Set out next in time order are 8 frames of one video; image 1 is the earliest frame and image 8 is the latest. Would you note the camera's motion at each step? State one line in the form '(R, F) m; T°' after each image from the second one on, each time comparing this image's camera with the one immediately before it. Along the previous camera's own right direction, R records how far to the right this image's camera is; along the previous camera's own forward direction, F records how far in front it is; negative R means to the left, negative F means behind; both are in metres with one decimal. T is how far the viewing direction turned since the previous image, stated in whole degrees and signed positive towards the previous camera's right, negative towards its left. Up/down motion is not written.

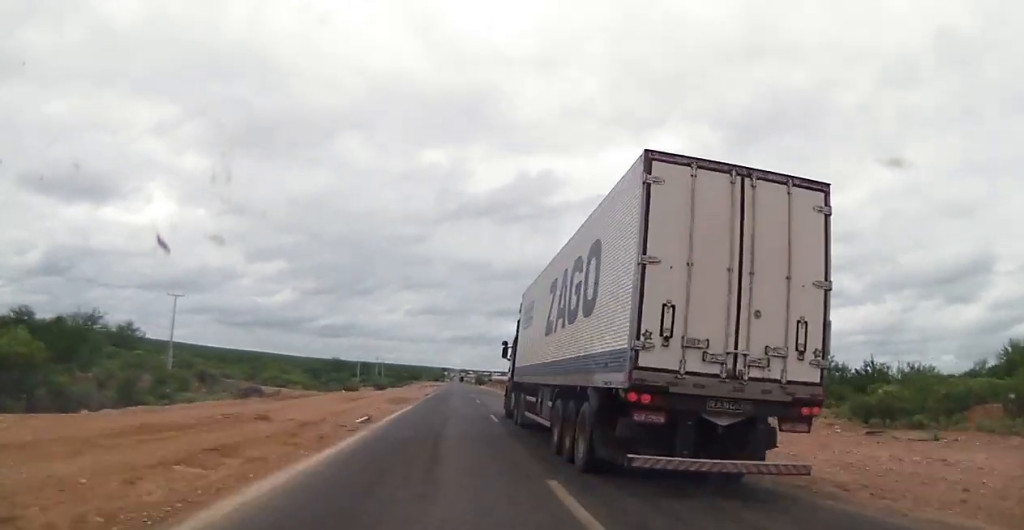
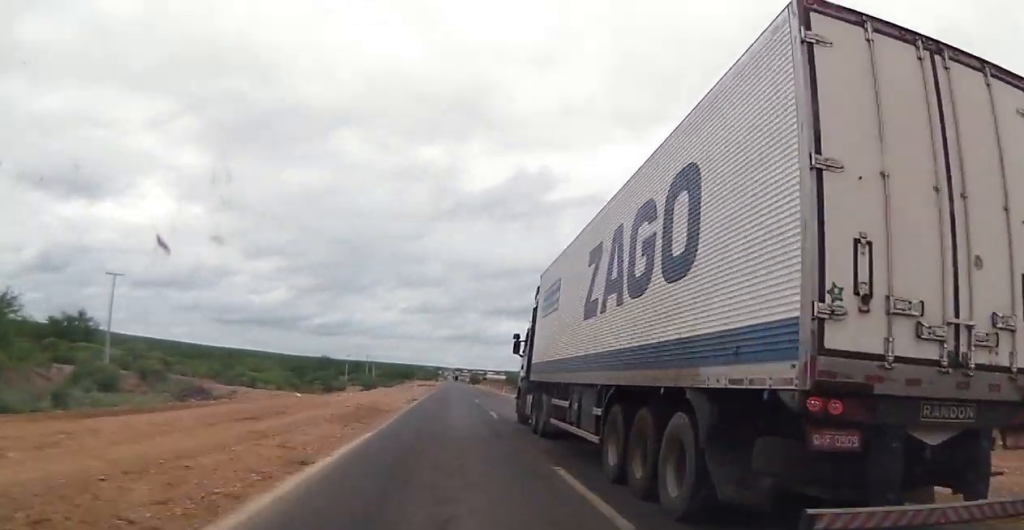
(0.0, +14.7) m; 0°
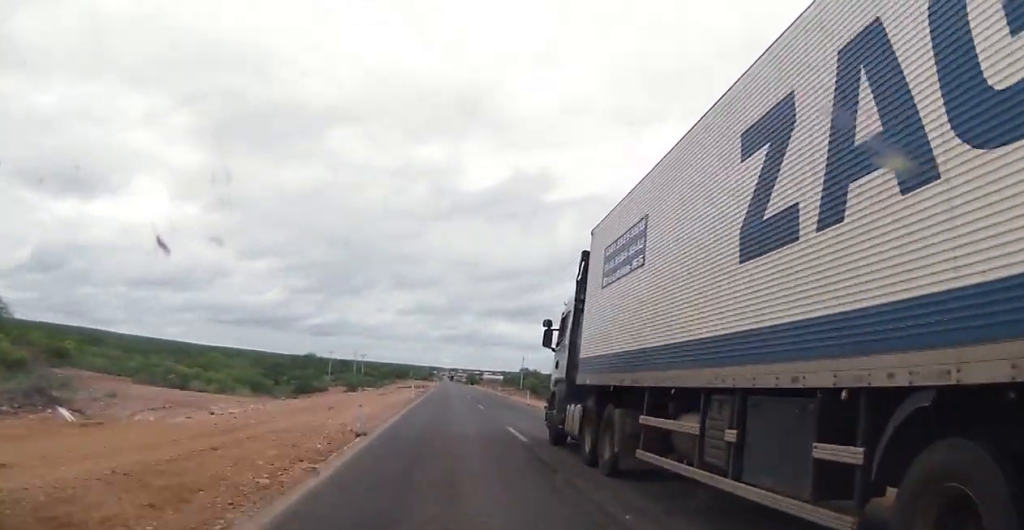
(+0.2, +23.5) m; +1°
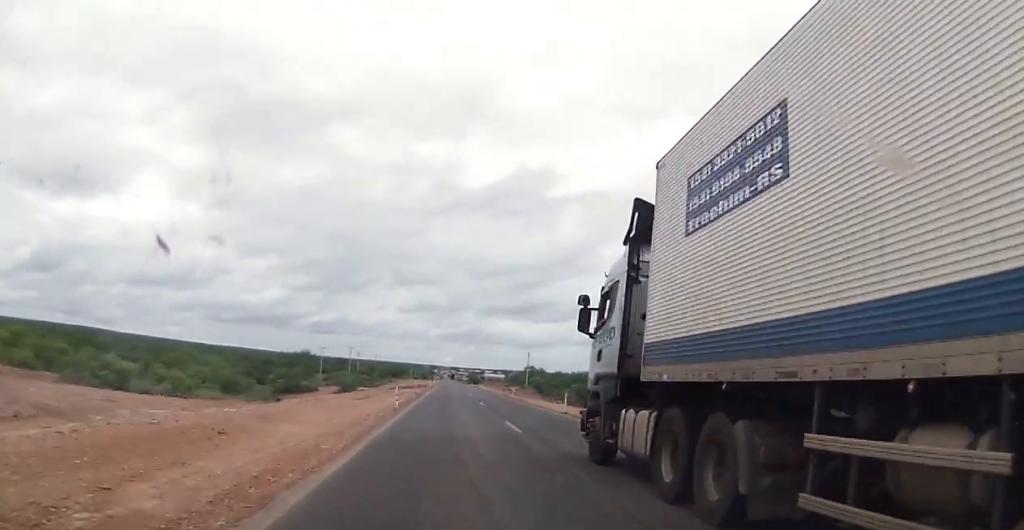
(+0.1, +16.3) m; 0°
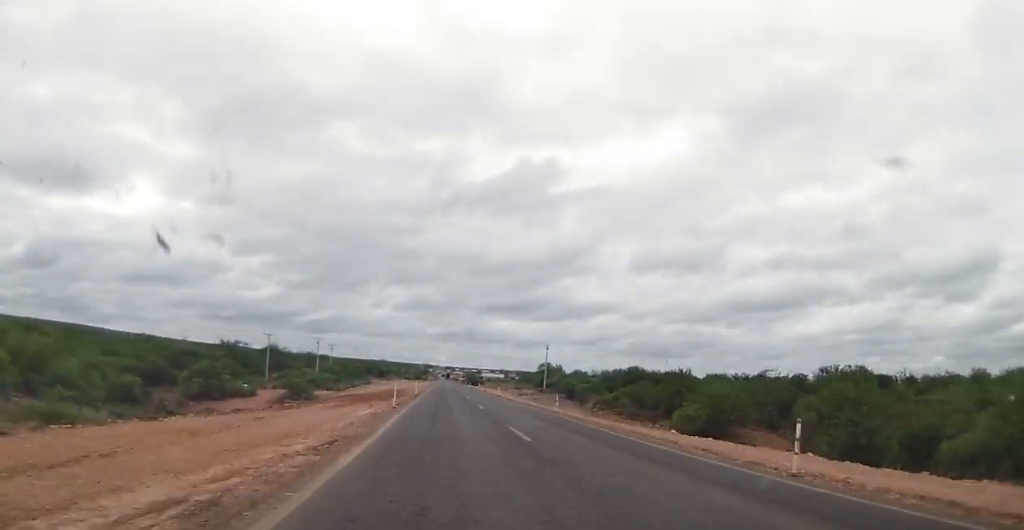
(+0.1, +55.0) m; 0°
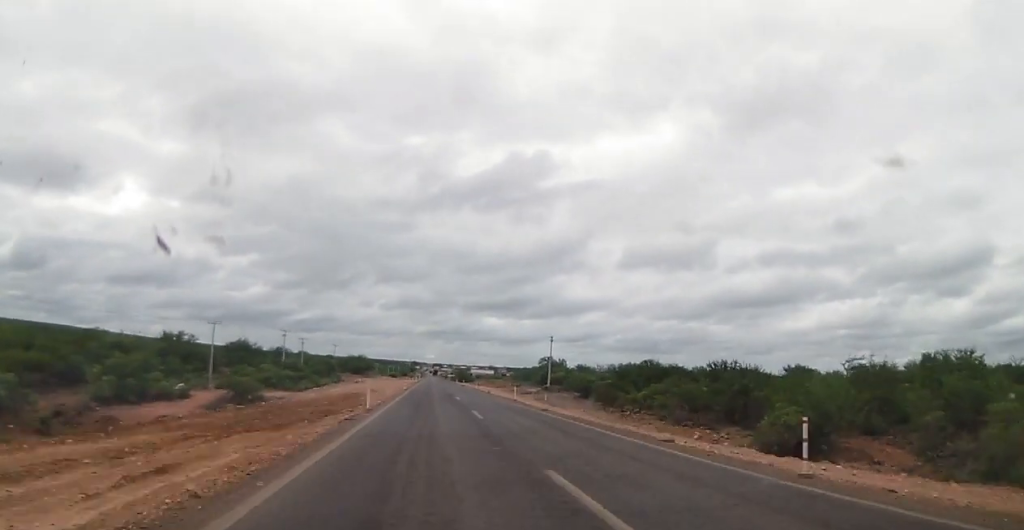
(+0.1, +27.3) m; +1°
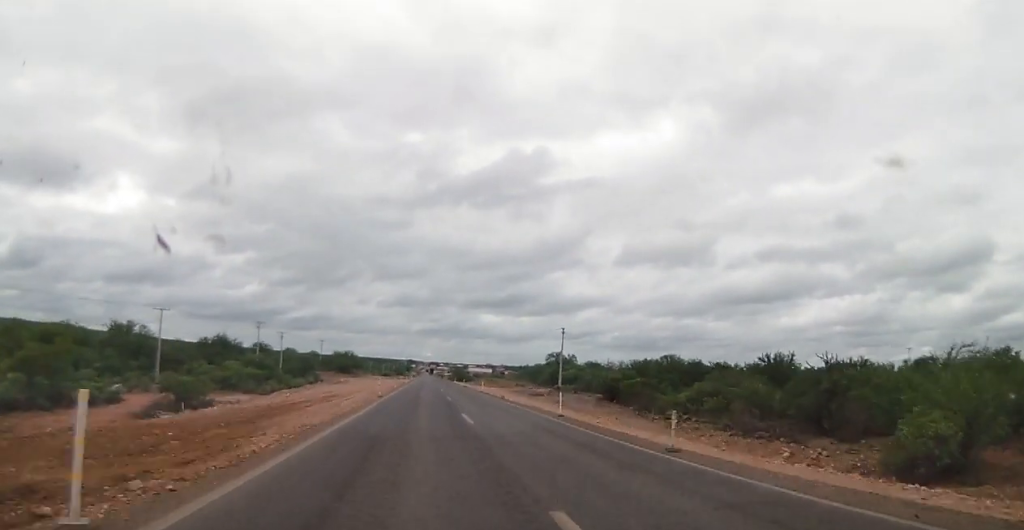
(+0.2, +19.5) m; +1°
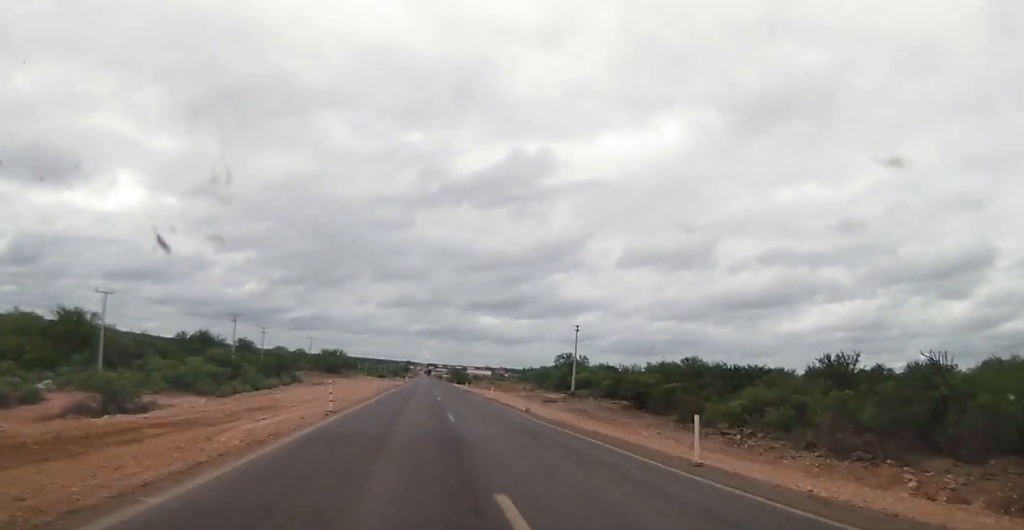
(+0.1, +14.8) m; 0°
